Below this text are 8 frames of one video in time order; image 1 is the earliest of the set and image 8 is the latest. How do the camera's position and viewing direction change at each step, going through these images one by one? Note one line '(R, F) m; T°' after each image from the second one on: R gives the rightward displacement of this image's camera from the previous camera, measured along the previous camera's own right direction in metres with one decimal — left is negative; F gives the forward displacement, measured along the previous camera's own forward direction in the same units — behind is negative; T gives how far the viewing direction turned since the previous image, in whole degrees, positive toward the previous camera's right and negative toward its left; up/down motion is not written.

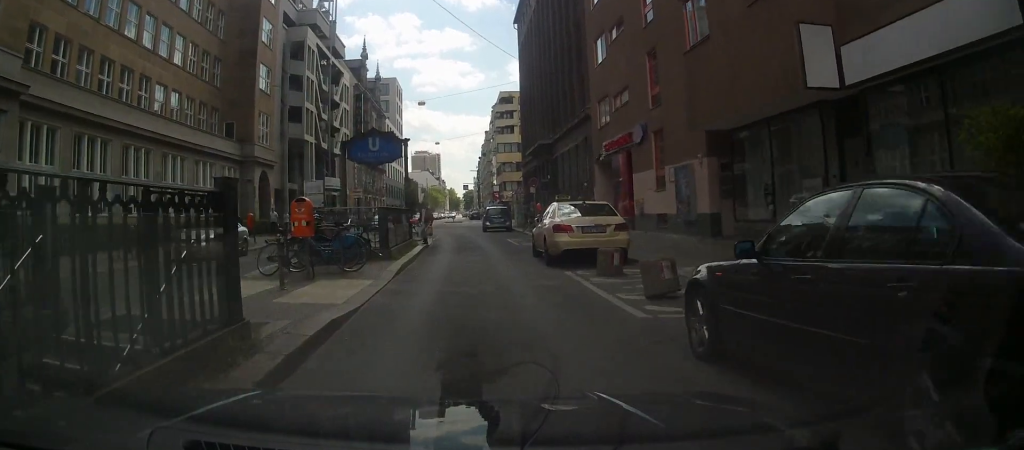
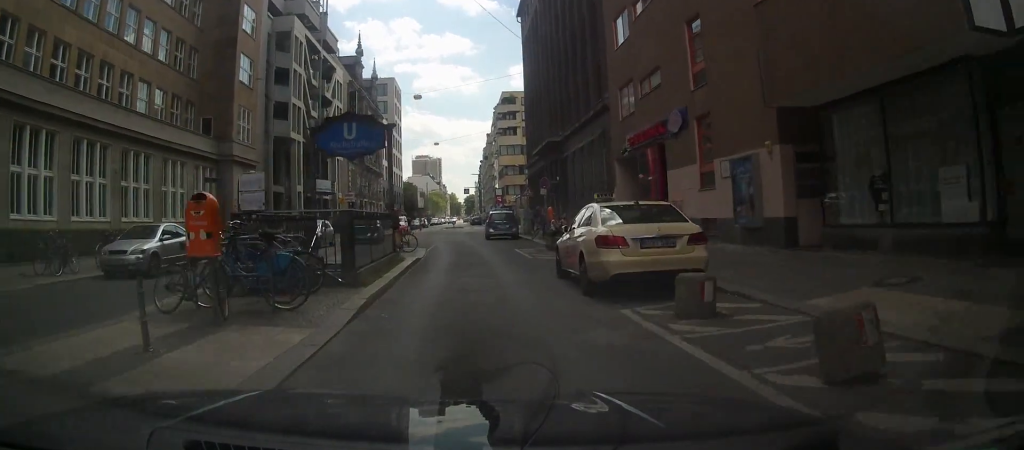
(0.0, +5.2) m; -1°
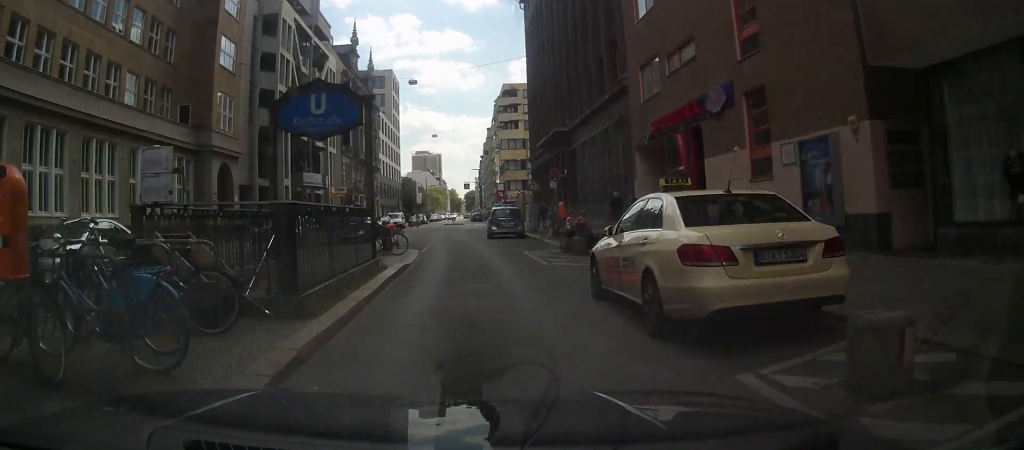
(-0.1, +4.2) m; 0°
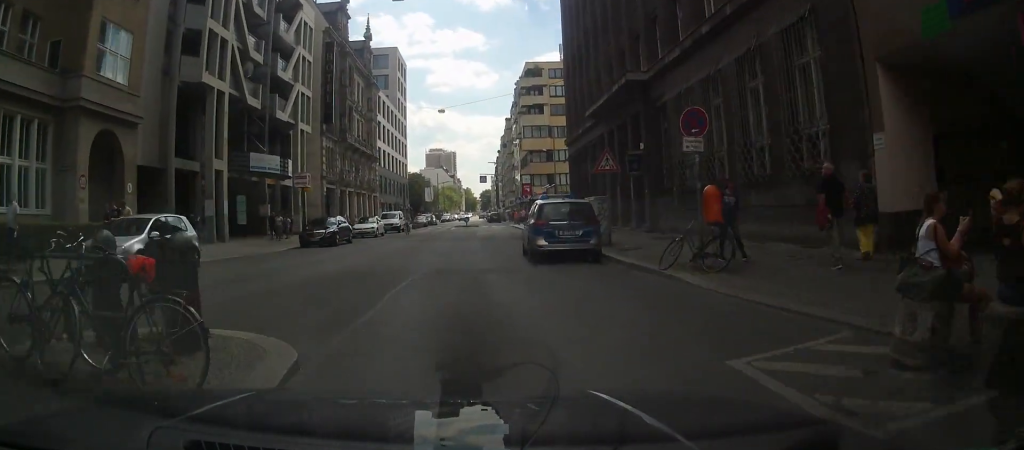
(+0.2, +18.7) m; 0°
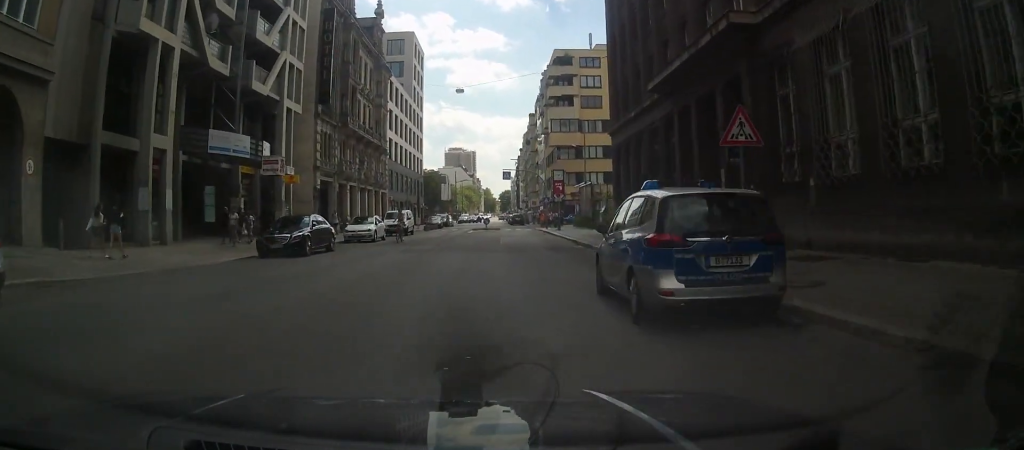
(-0.2, +9.8) m; +1°
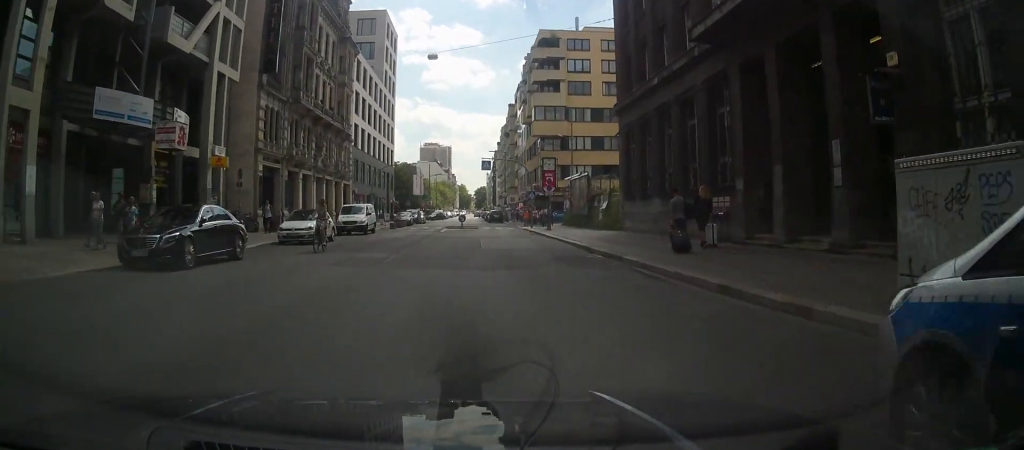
(+0.2, +8.9) m; +4°
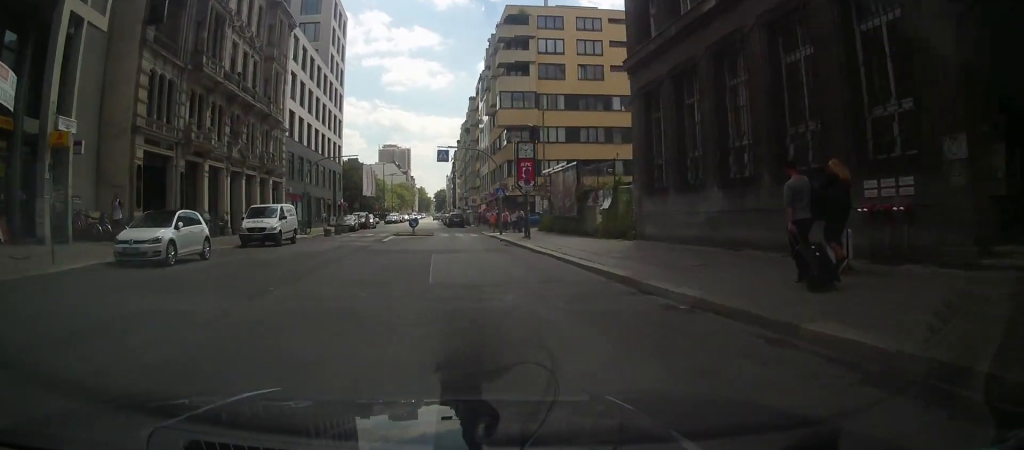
(+0.6, +10.8) m; +4°
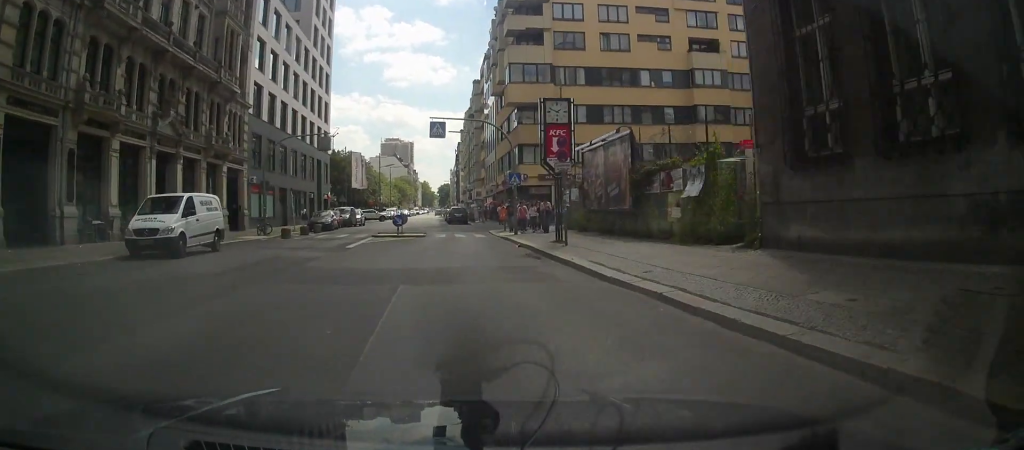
(-0.1, +10.2) m; -1°
